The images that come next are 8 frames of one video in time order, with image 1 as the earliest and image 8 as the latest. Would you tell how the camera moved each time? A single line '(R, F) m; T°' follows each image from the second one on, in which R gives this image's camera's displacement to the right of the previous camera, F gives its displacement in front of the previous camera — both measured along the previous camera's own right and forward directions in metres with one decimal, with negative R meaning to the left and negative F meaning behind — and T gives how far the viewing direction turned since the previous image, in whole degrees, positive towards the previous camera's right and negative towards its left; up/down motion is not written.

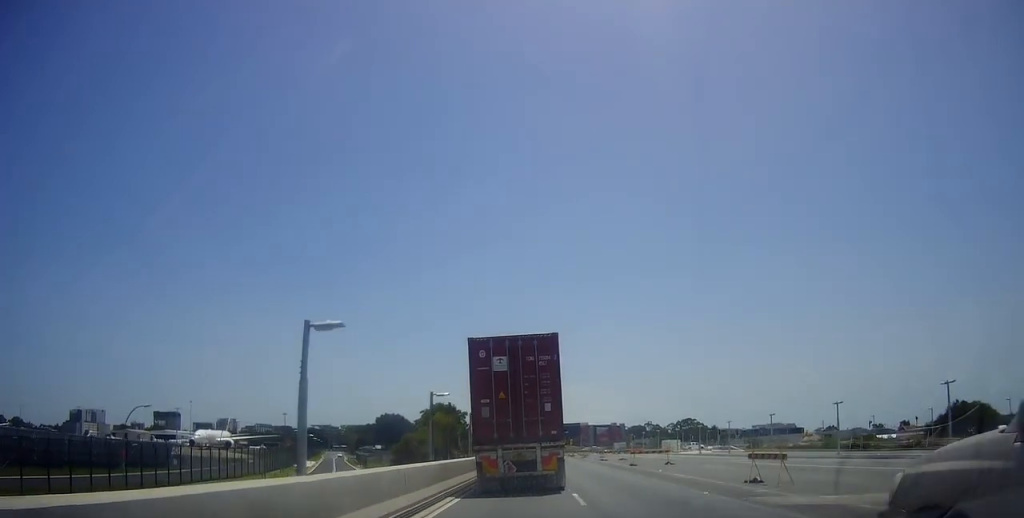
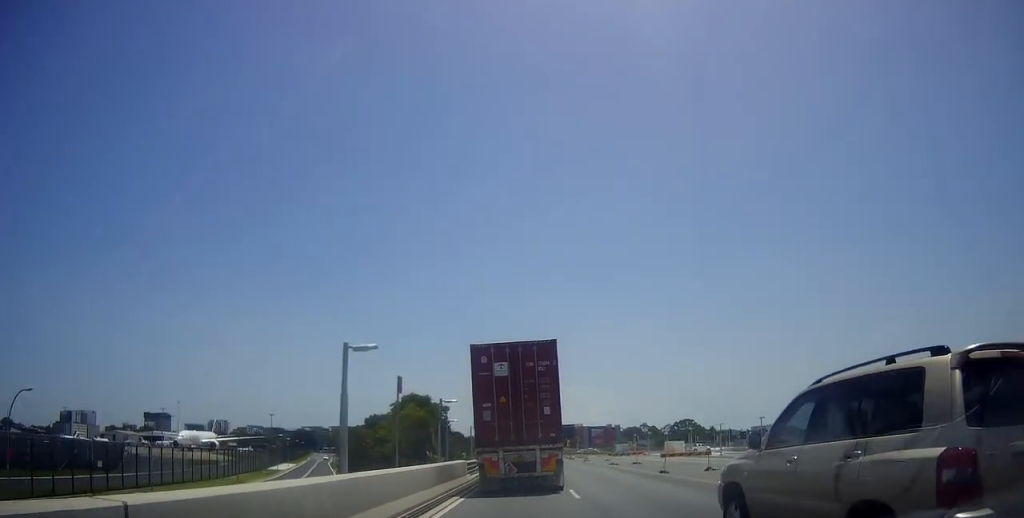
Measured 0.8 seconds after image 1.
(0.0, +9.3) m; 0°
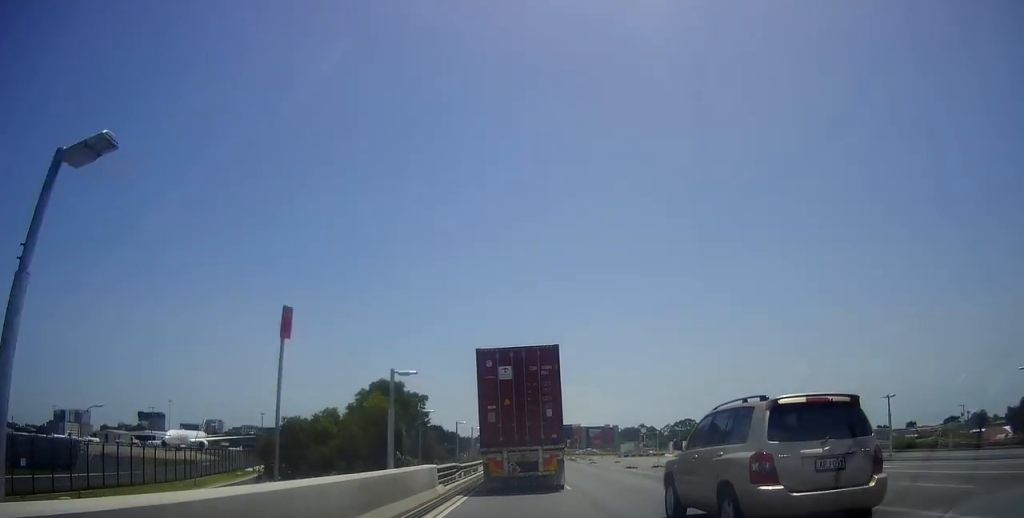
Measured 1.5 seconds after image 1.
(0.0, +7.8) m; 0°
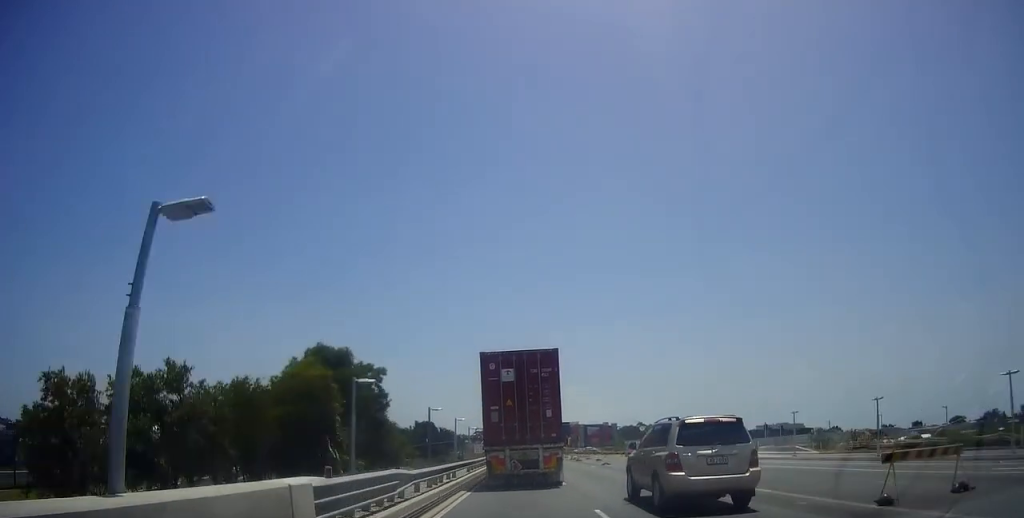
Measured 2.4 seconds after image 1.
(0.0, +9.4) m; 0°
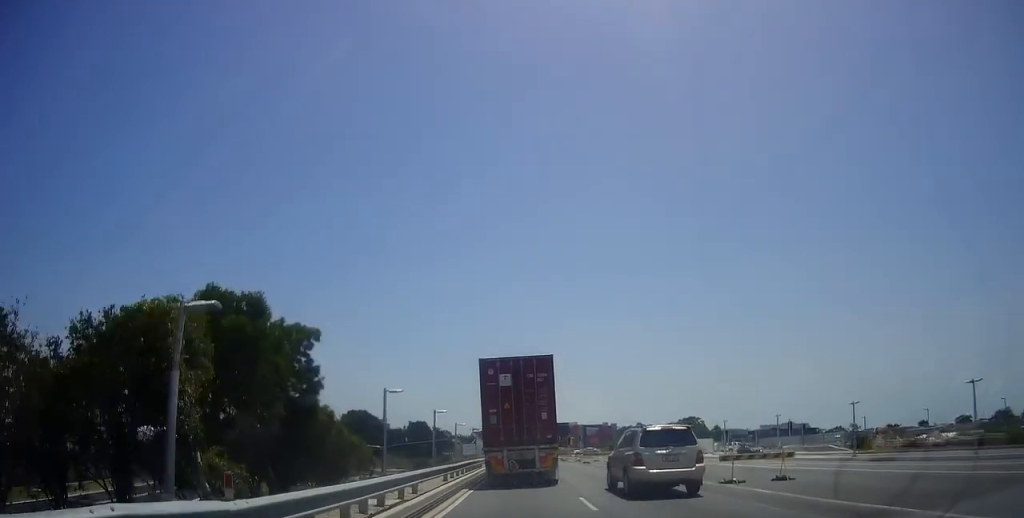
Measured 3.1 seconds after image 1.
(0.0, +8.4) m; 0°
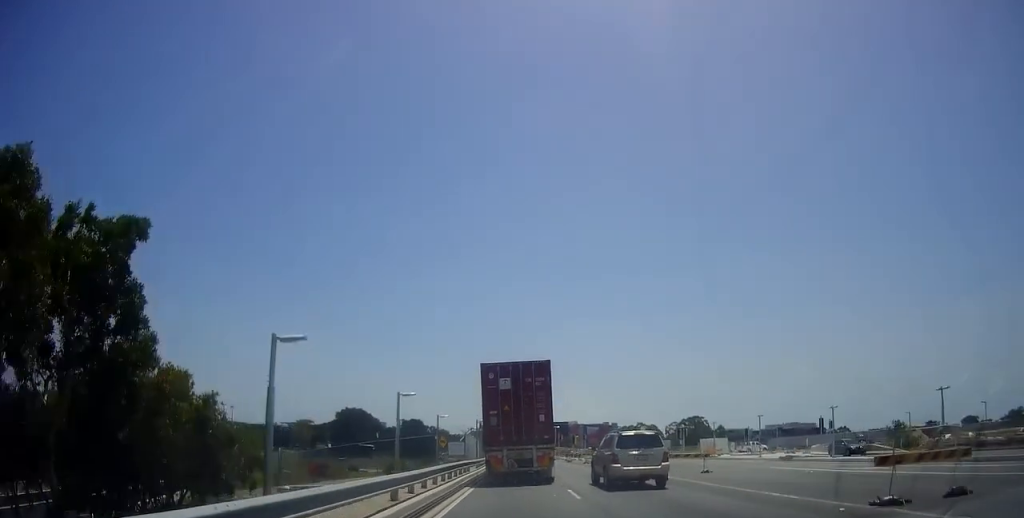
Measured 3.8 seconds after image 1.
(0.0, +8.5) m; 0°
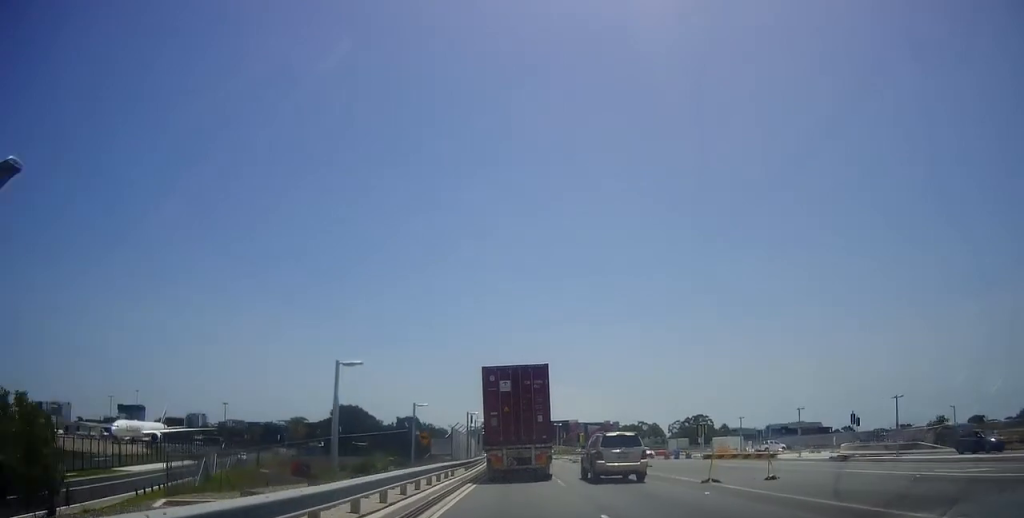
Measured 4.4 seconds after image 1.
(0.0, +7.0) m; 0°
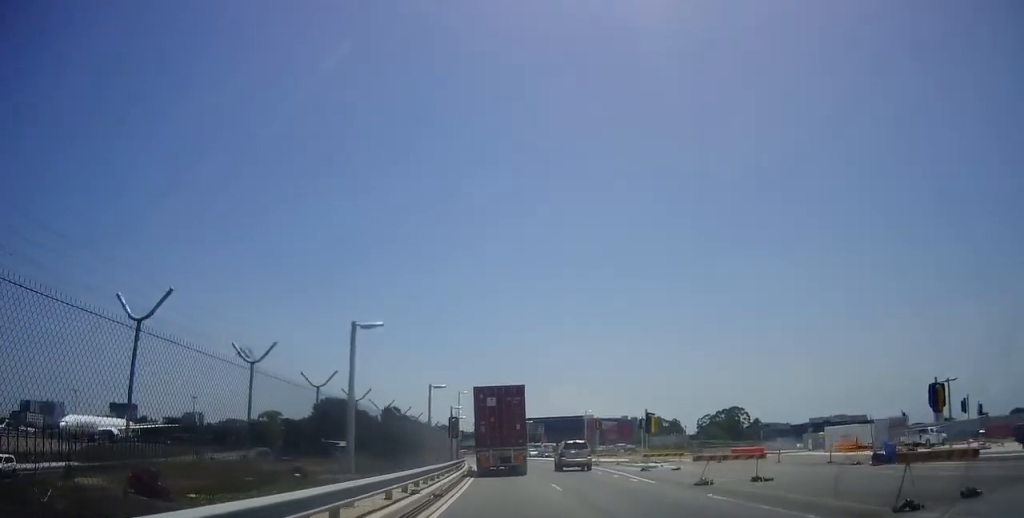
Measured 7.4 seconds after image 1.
(0.0, +35.0) m; 0°
